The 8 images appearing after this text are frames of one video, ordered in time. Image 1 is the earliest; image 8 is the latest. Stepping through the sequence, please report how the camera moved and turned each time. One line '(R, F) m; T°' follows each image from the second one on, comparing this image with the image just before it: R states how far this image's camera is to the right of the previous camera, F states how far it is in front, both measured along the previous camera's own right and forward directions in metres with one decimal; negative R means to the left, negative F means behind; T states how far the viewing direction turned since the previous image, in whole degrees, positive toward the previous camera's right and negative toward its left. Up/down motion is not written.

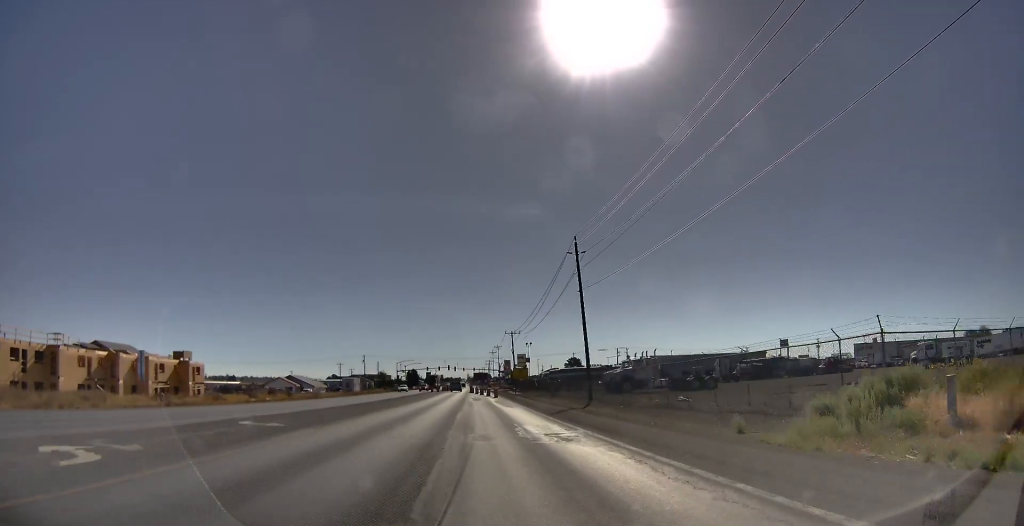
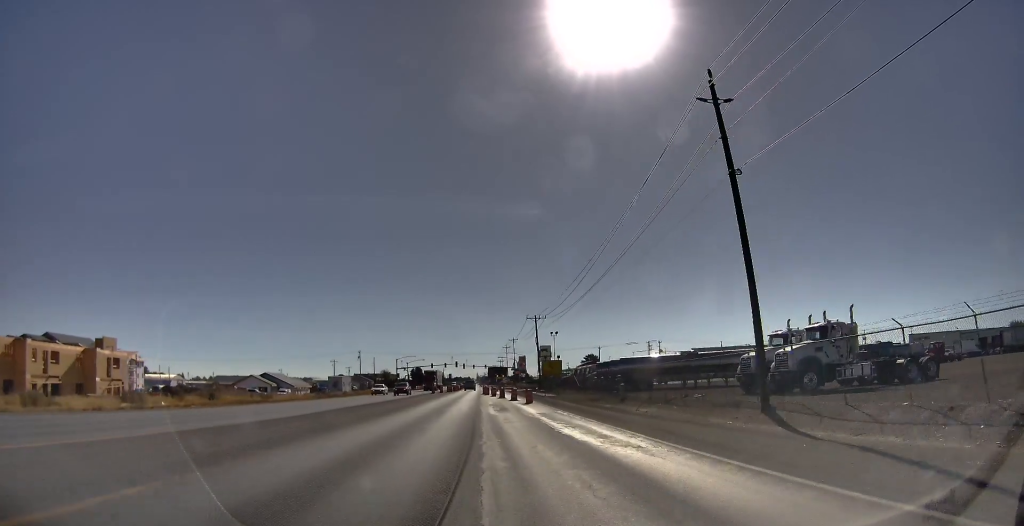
(+0.6, +33.2) m; +3°
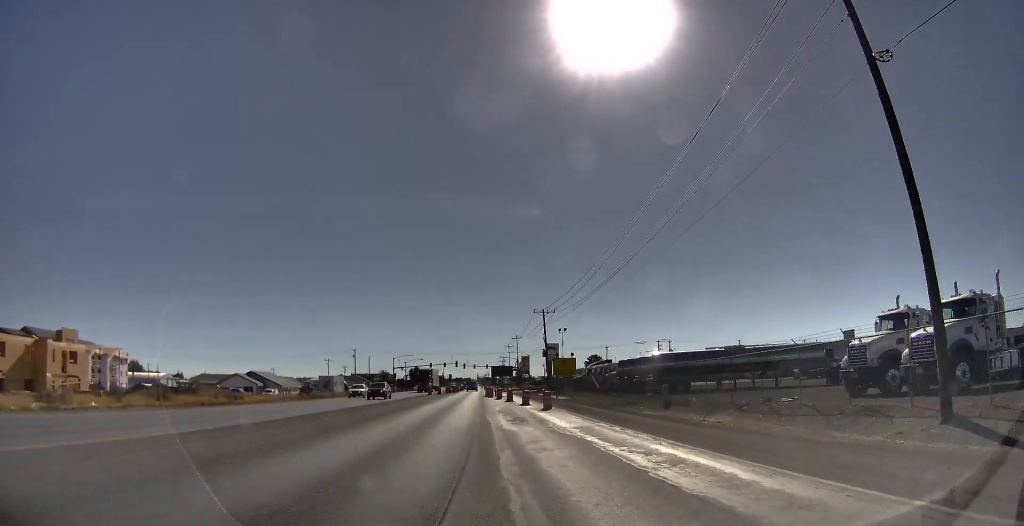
(+0.5, +11.0) m; 0°
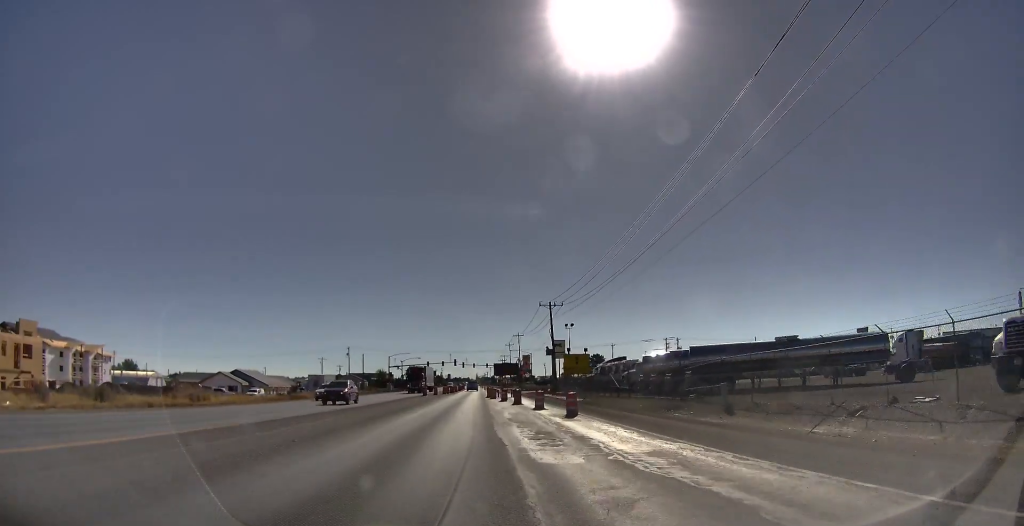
(0.0, +9.1) m; 0°
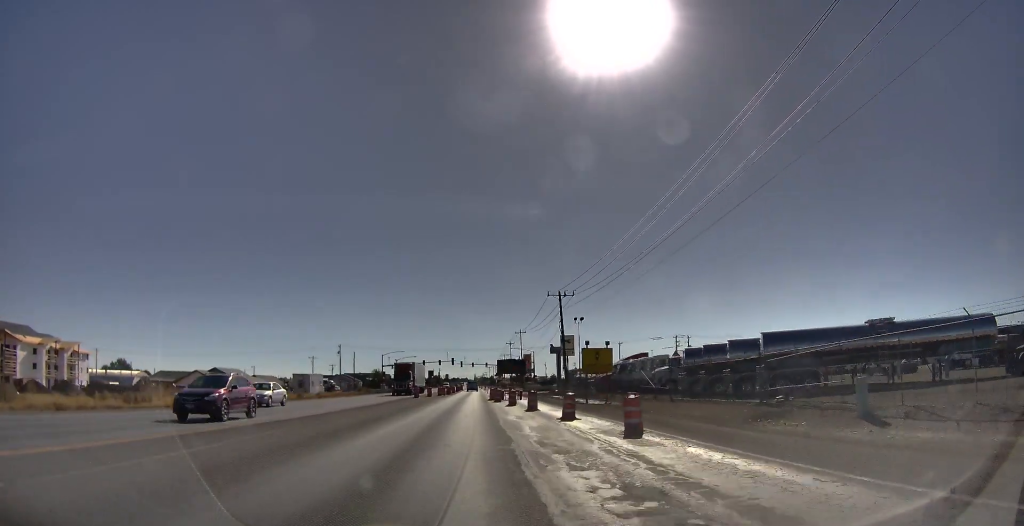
(-0.3, +10.6) m; -1°
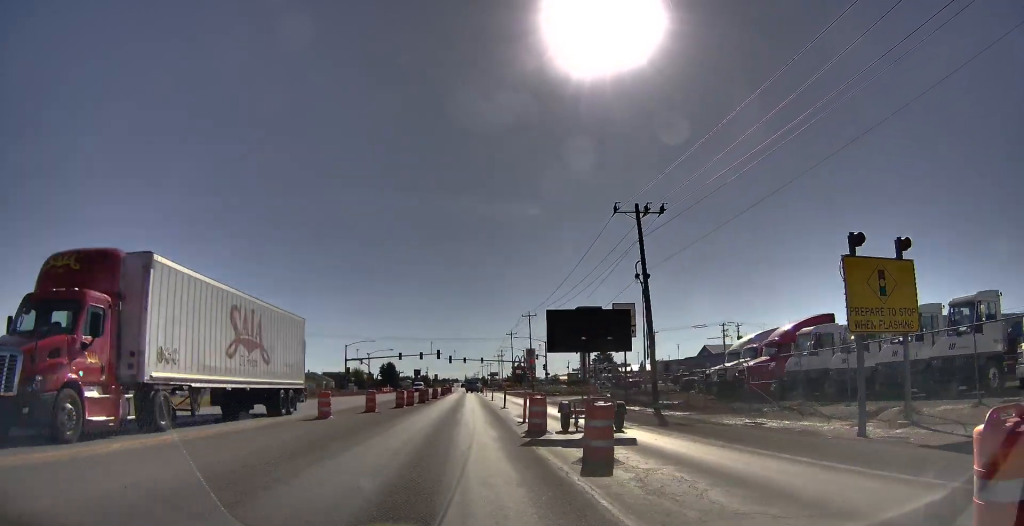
(-0.6, +36.9) m; -1°
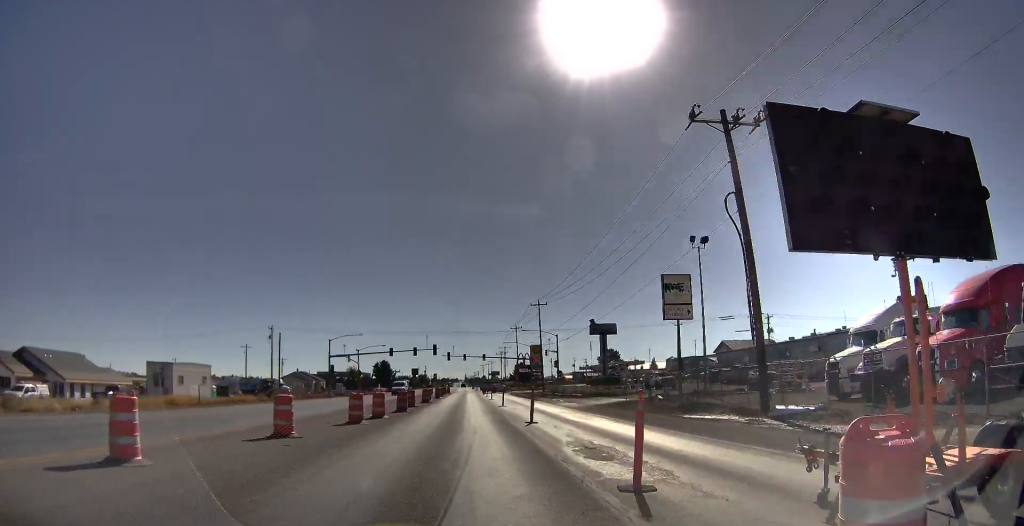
(0.0, +13.9) m; 0°
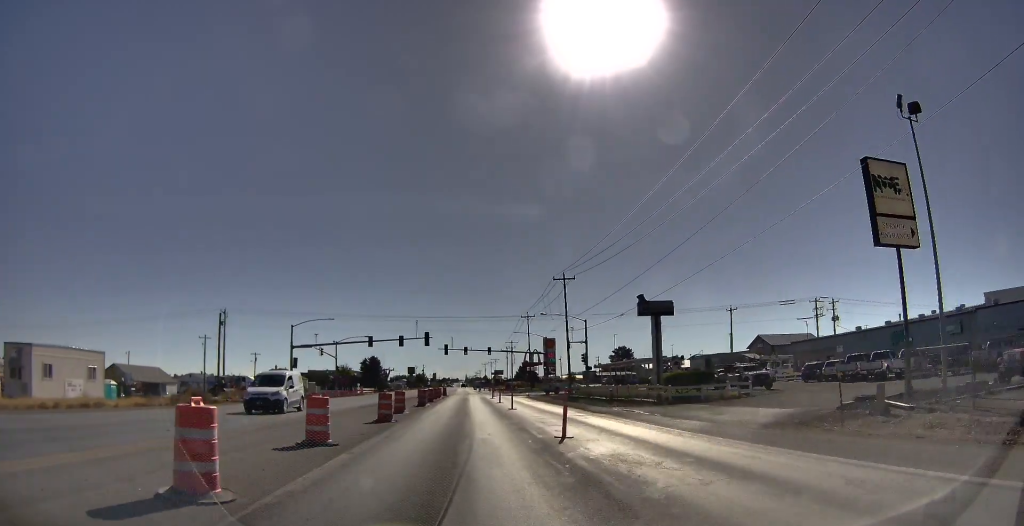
(0.0, +22.3) m; 0°
